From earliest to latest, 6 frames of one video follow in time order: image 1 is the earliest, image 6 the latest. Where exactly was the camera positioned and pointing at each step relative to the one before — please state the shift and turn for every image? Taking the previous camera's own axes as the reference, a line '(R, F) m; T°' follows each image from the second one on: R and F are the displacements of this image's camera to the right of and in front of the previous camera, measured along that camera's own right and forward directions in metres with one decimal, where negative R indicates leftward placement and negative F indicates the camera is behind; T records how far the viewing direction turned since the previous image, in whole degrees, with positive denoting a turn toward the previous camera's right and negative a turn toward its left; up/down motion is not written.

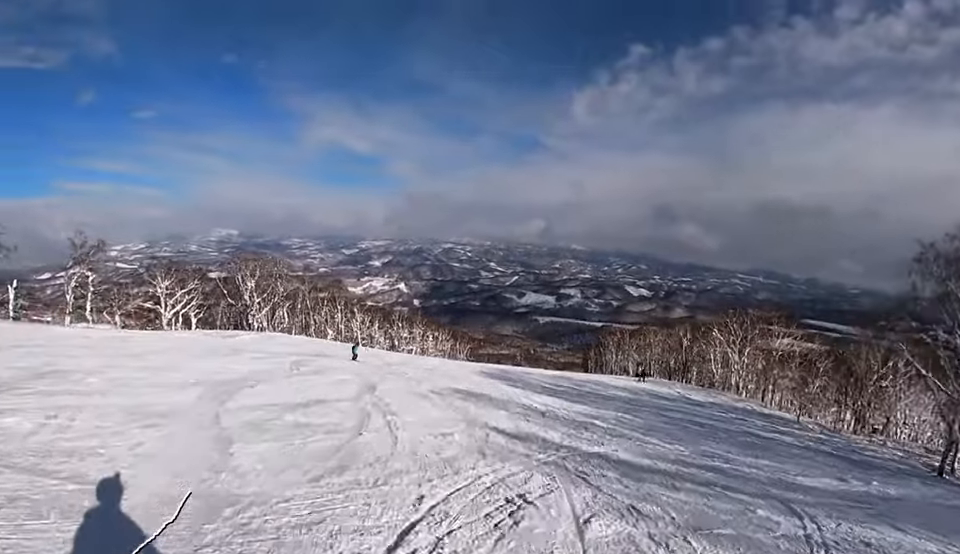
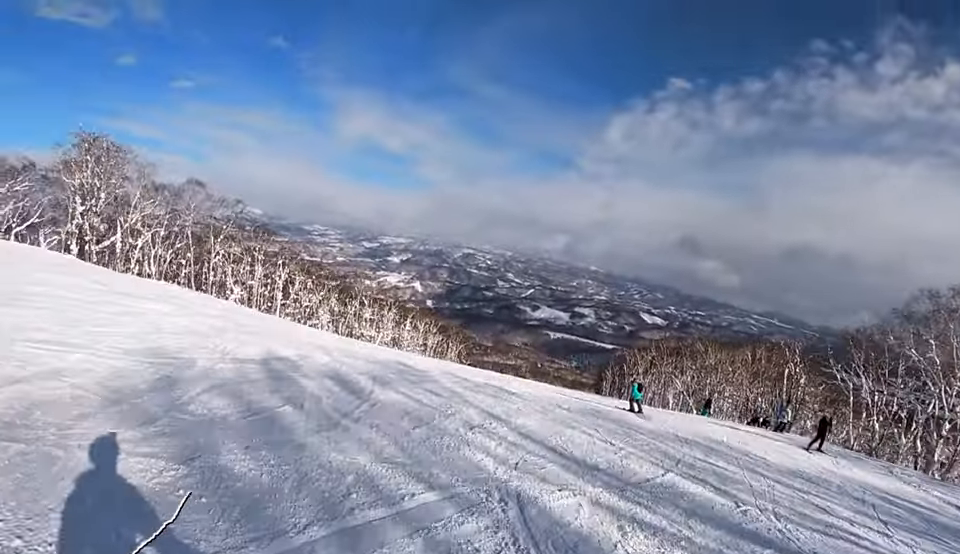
(+2.6, +34.6) m; -4°
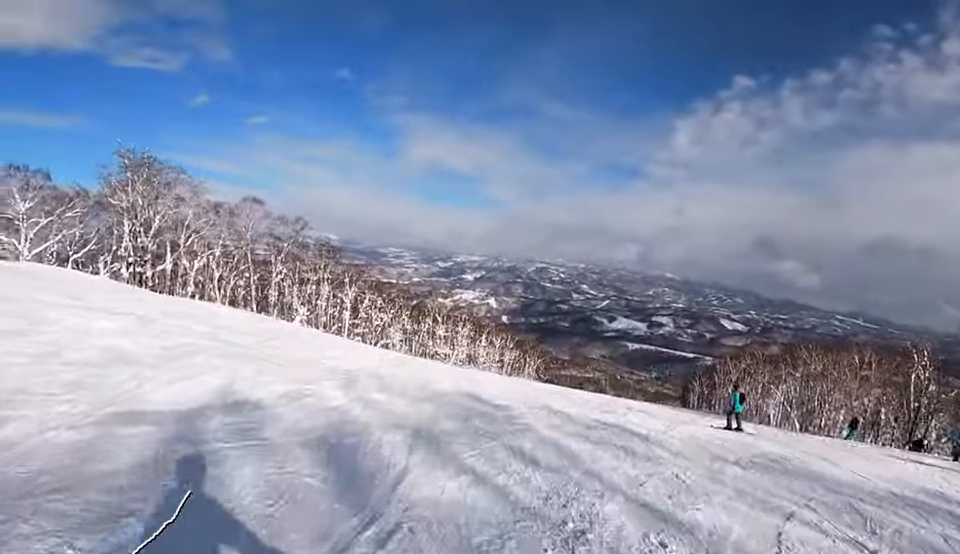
(-0.8, +5.0) m; -5°
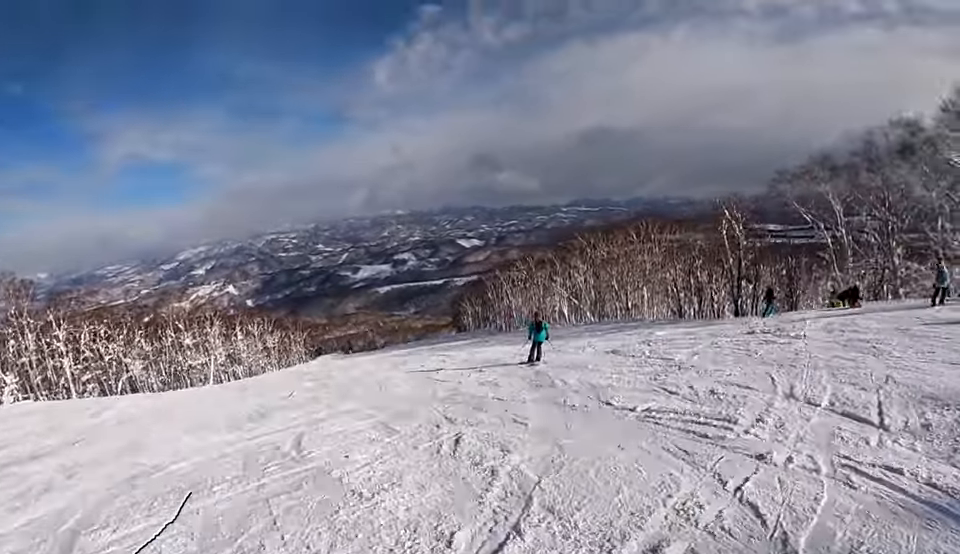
(-0.6, +10.1) m; +11°
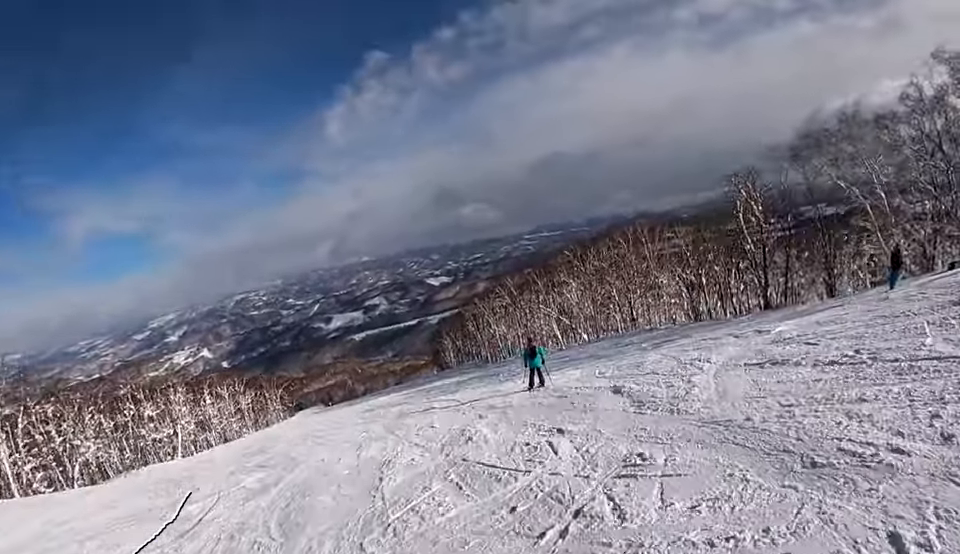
(+1.8, +6.9) m; +12°
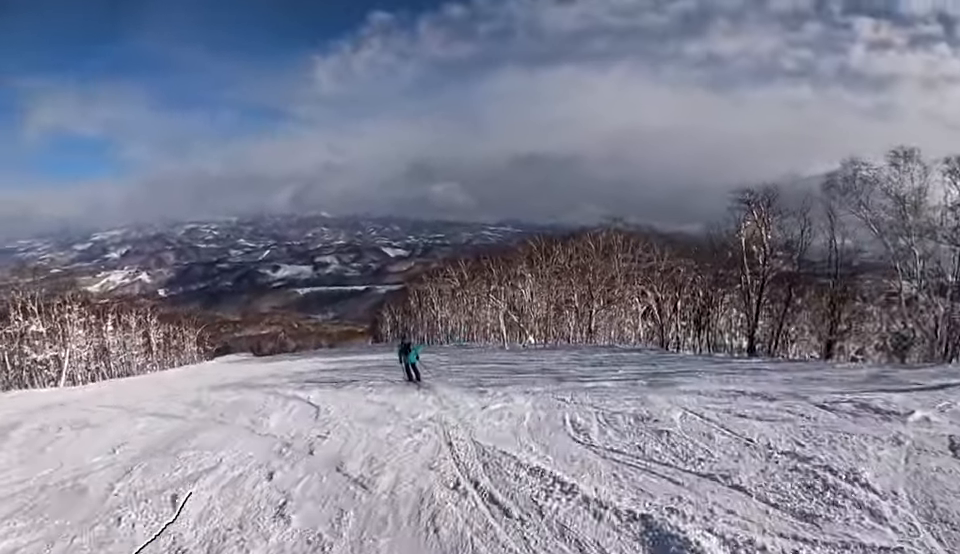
(+0.1, +7.6) m; -2°
